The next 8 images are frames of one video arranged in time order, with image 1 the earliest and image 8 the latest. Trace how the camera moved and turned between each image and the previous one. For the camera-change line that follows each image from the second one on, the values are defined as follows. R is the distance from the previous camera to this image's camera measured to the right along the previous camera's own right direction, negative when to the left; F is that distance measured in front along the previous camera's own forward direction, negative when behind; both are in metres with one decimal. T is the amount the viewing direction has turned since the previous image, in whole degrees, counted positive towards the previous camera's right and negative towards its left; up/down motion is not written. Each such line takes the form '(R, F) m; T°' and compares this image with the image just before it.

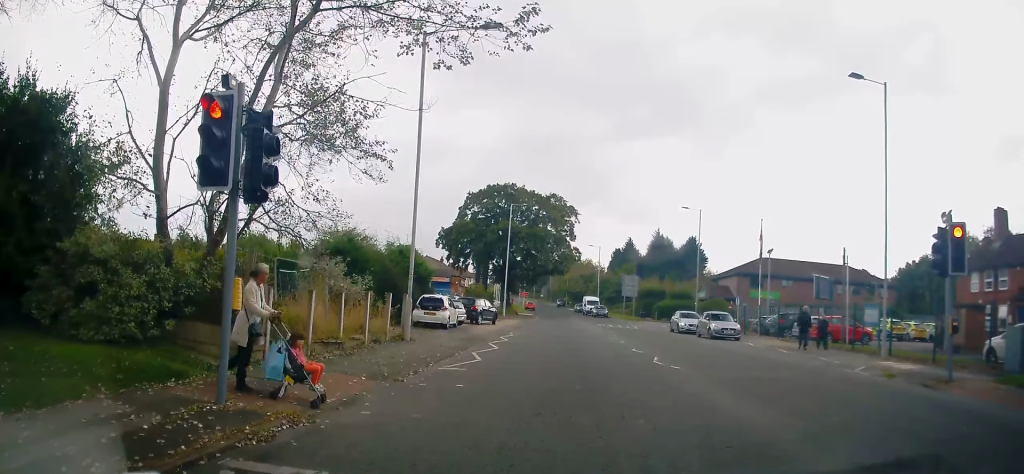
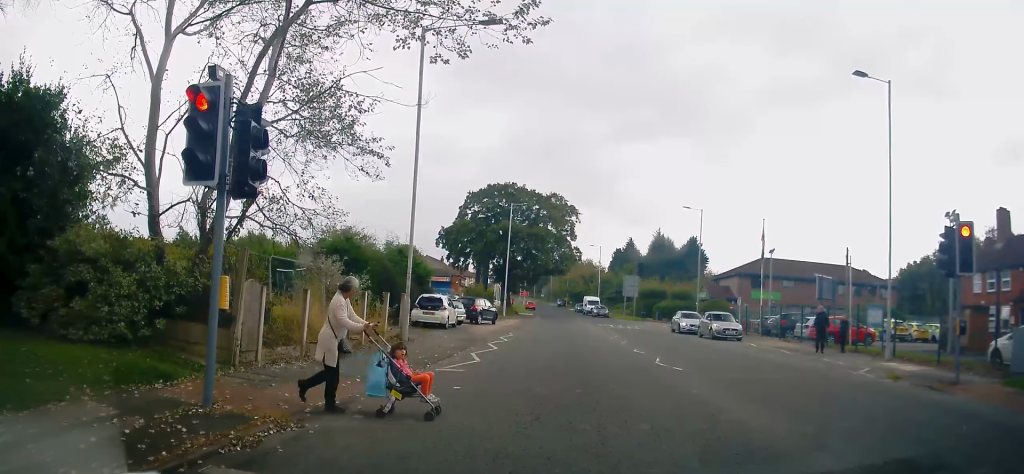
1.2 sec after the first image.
(0.0, +0.3) m; 0°
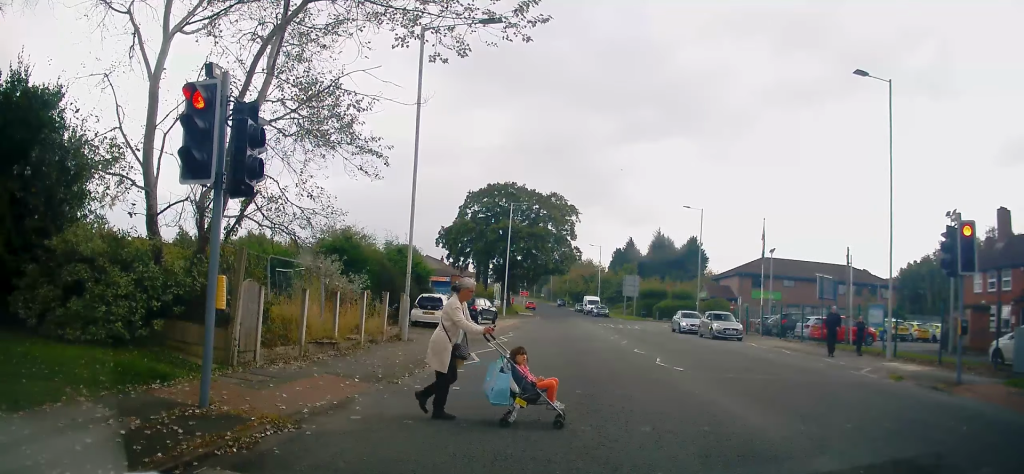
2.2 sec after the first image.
(0.0, 0.0) m; 0°
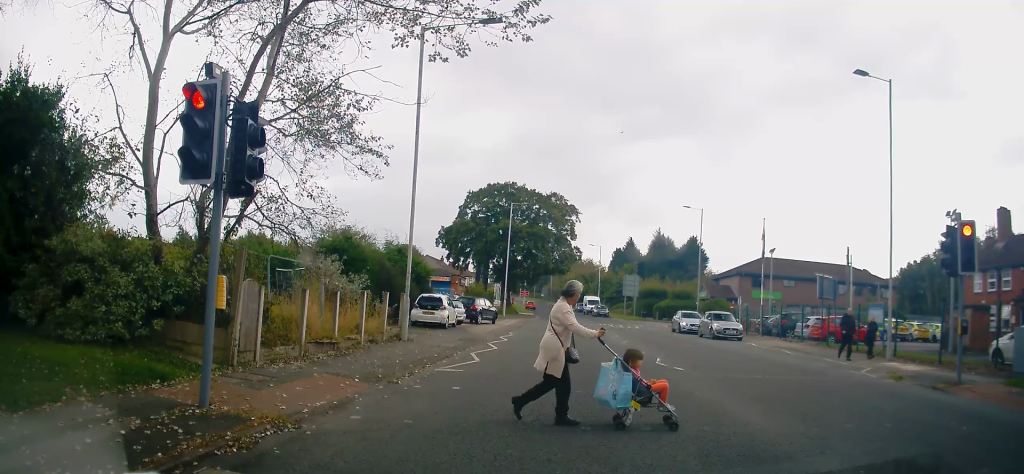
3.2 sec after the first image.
(0.0, 0.0) m; 0°
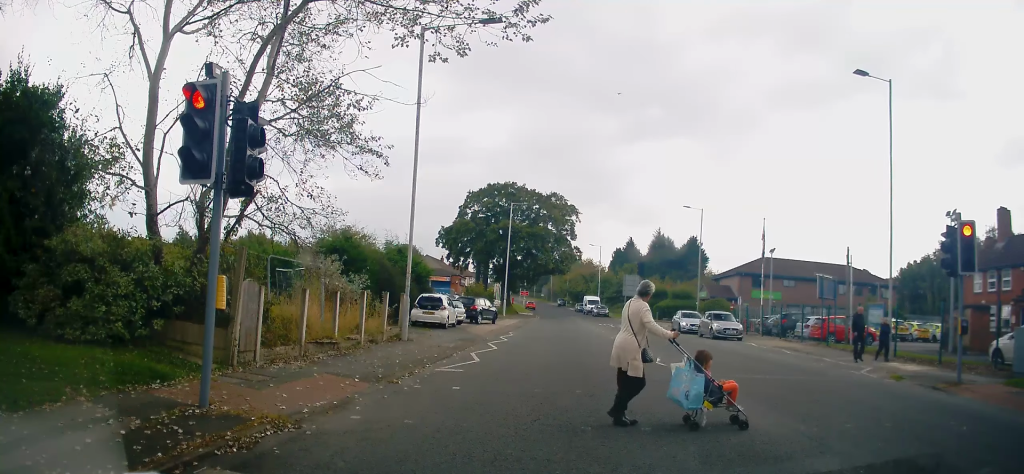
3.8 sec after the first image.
(0.0, 0.0) m; 0°
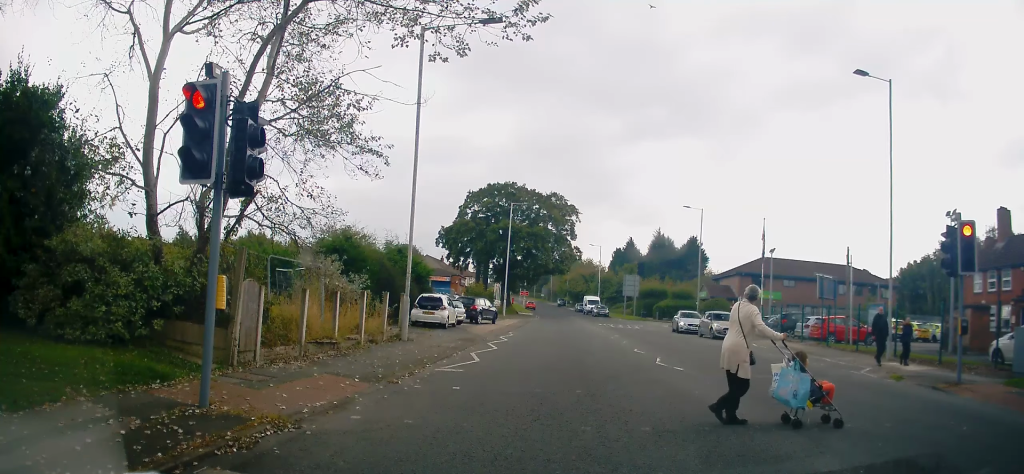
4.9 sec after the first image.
(0.0, 0.0) m; 0°
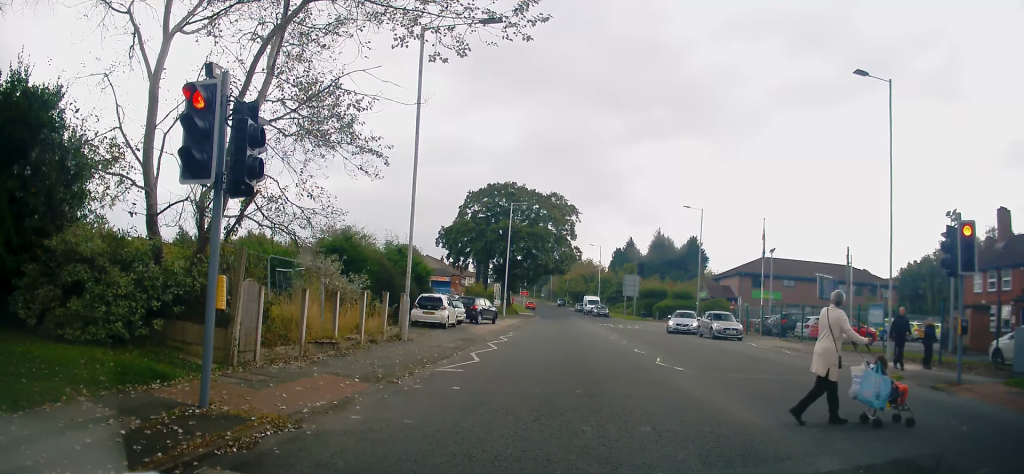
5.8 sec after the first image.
(0.0, 0.0) m; 0°
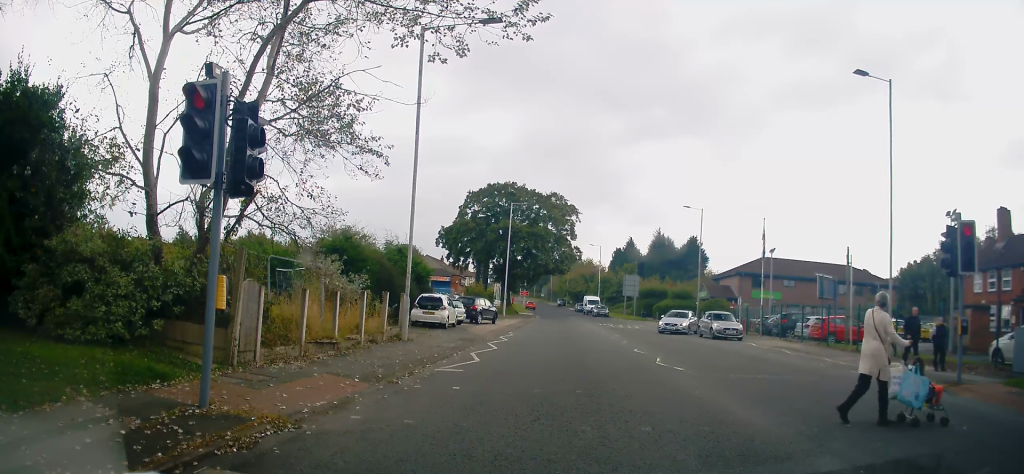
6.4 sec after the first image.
(0.0, 0.0) m; 0°
